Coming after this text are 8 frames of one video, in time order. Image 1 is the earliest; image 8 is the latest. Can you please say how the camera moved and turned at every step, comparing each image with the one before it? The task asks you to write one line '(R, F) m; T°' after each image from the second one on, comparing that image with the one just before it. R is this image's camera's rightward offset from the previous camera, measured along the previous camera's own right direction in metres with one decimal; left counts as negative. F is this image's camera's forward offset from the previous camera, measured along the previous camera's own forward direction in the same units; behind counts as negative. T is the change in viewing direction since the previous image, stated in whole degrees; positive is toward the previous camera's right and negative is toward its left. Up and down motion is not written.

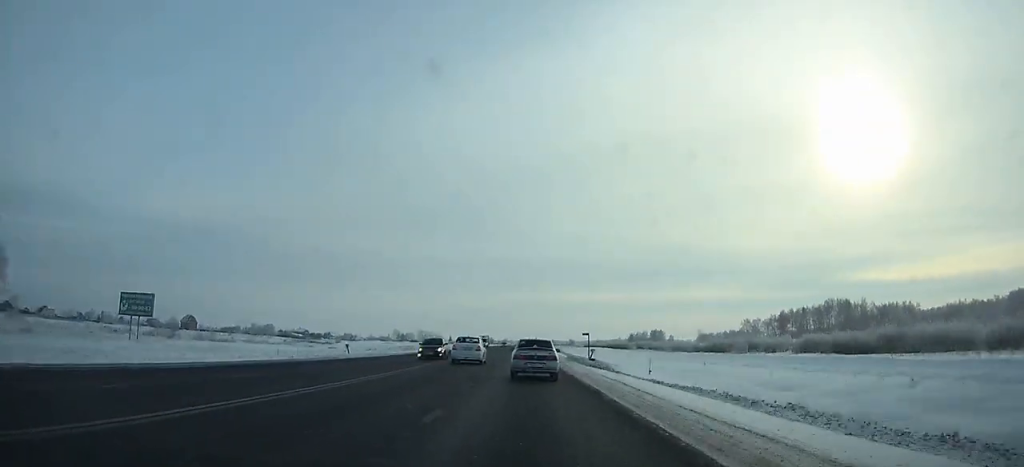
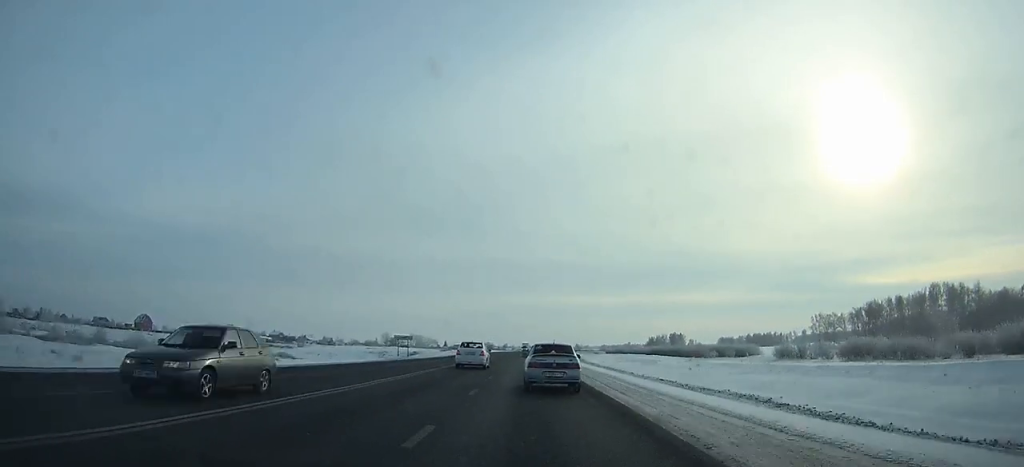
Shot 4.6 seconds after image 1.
(+0.4, +73.5) m; +1°
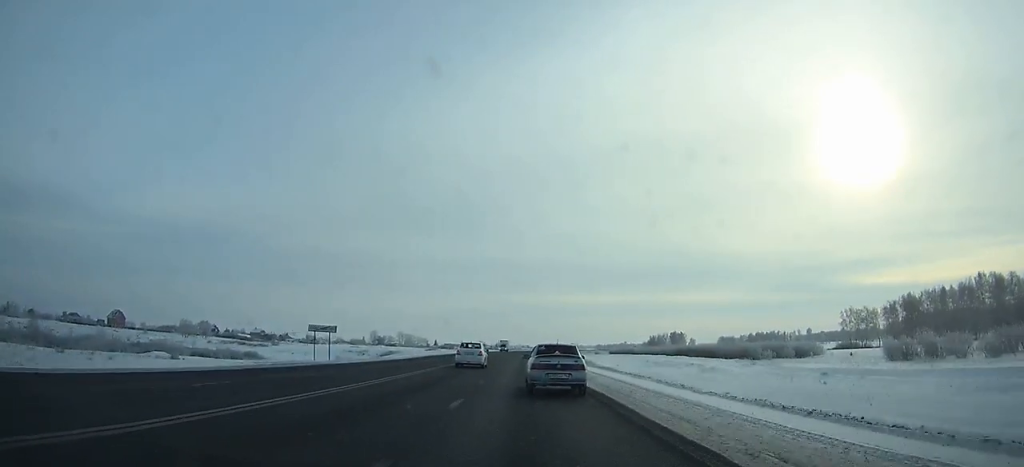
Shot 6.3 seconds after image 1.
(0.0, +26.2) m; 0°
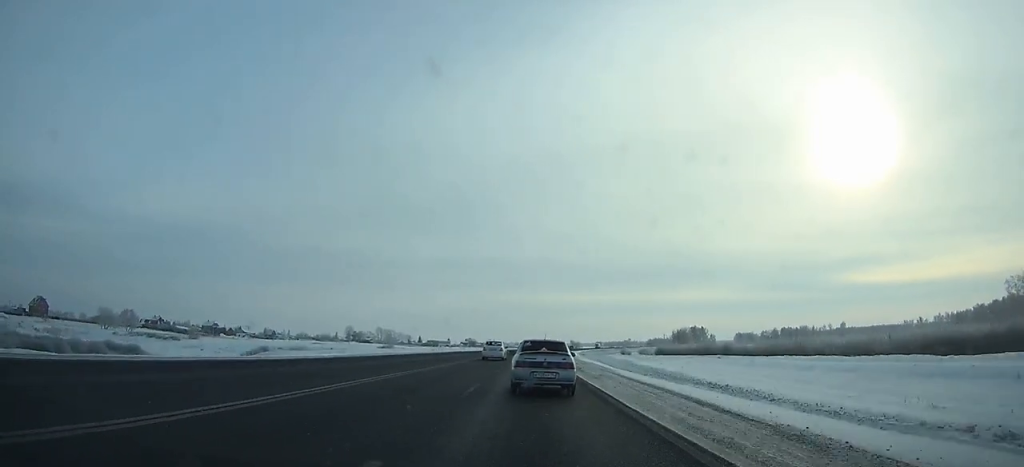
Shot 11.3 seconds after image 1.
(+0.4, +75.8) m; +1°
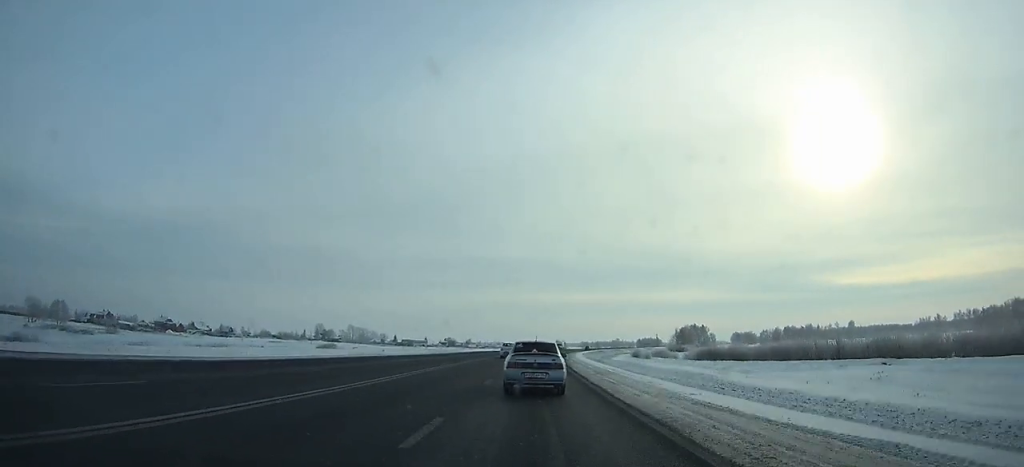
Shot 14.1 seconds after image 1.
(+0.7, +42.9) m; +3°
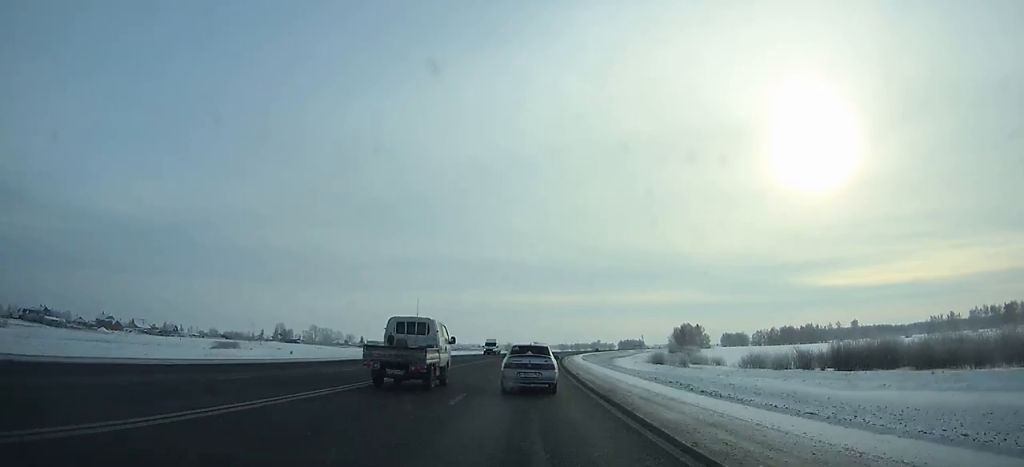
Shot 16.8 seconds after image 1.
(+1.2, +42.7) m; +3°
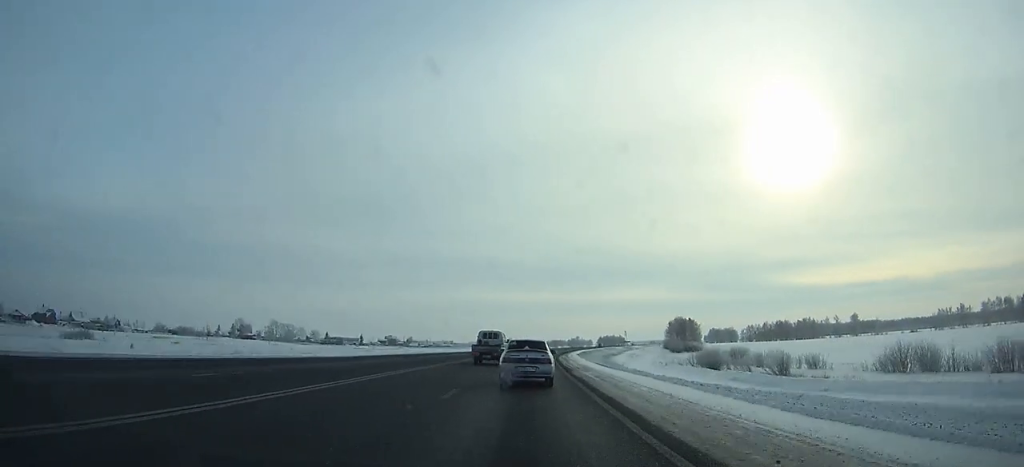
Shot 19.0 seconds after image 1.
(+0.7, +36.5) m; +2°
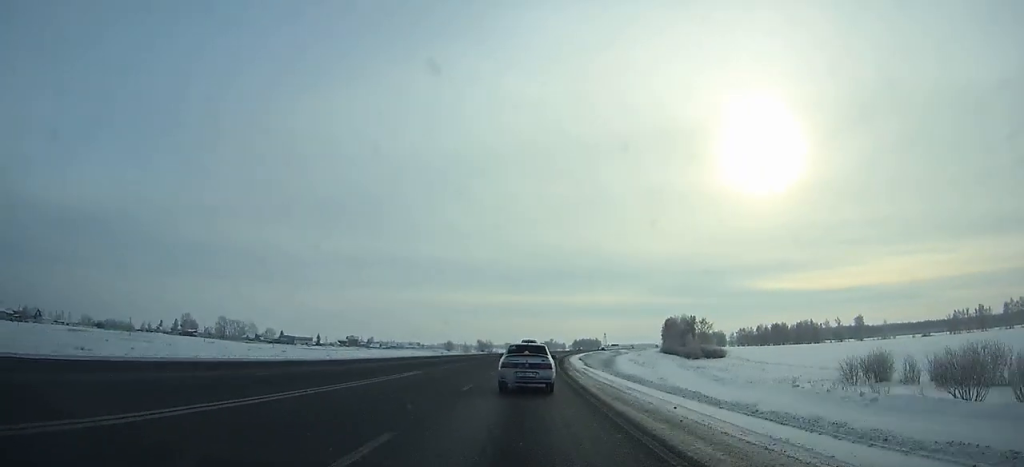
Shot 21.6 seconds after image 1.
(+0.8, +45.5) m; +2°
